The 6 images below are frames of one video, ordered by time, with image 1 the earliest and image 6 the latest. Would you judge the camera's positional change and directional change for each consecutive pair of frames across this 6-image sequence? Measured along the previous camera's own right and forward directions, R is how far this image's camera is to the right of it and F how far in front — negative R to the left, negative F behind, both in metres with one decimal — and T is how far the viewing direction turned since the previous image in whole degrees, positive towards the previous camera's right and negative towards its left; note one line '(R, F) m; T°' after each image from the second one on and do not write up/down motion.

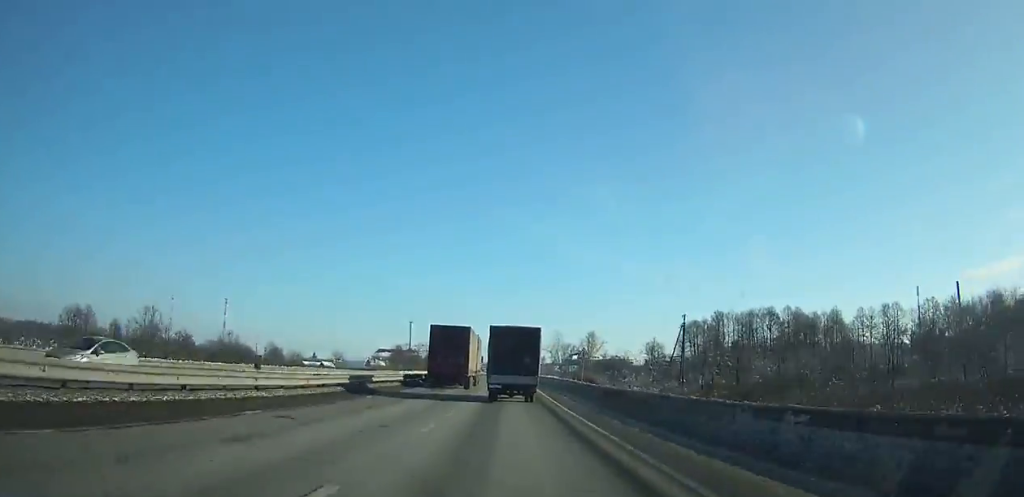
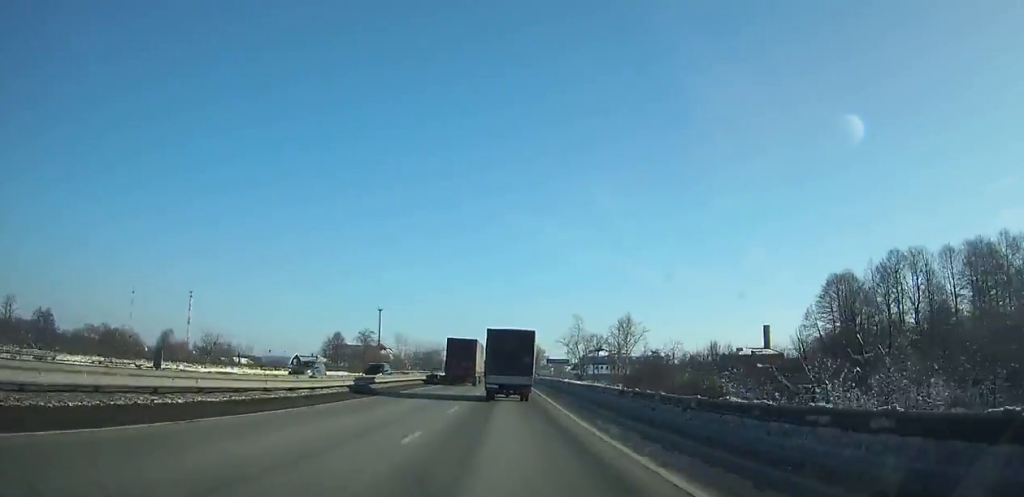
(-0.3, +84.0) m; 0°
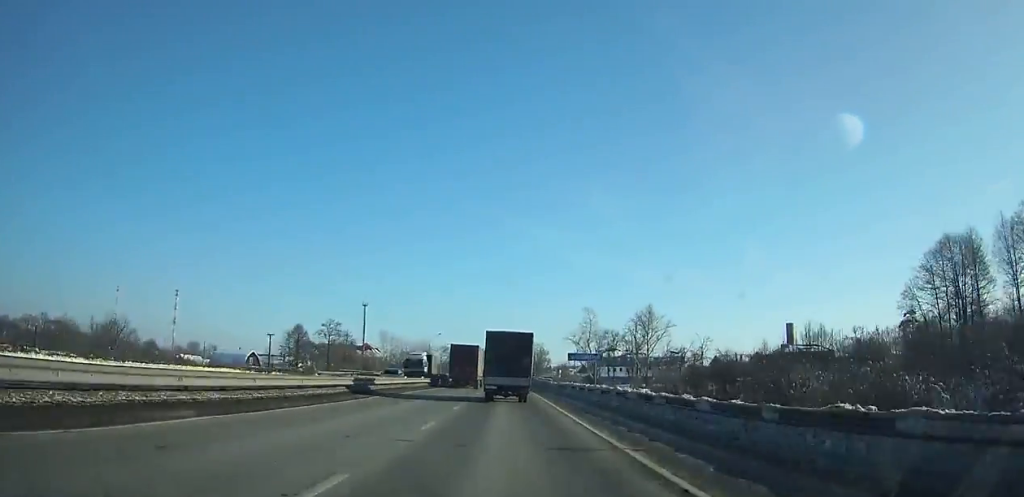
(0.0, +27.7) m; 0°
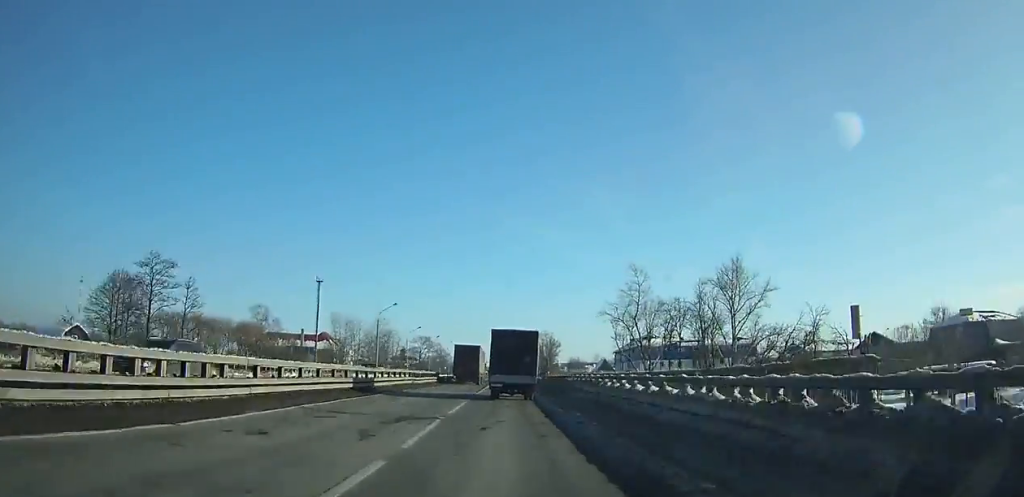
(0.0, +58.1) m; 0°
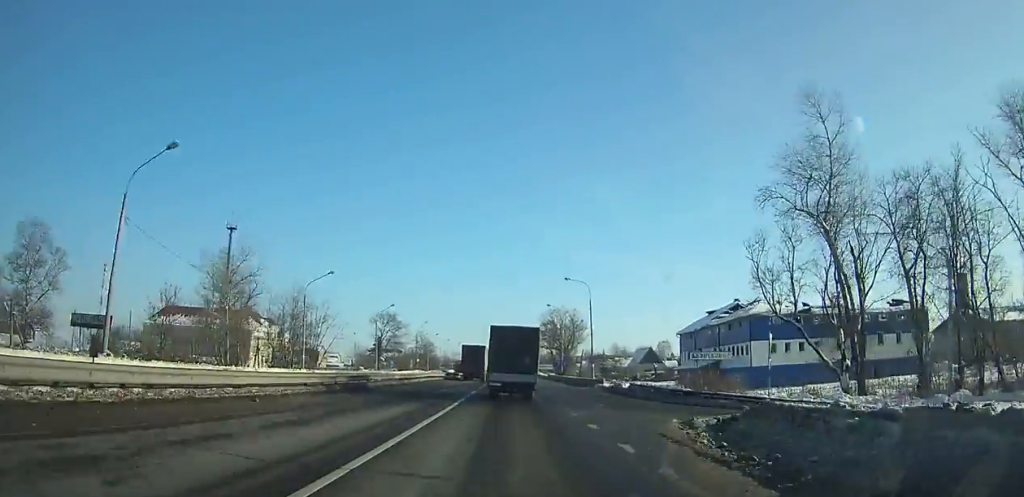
(-0.2, +62.9) m; 0°
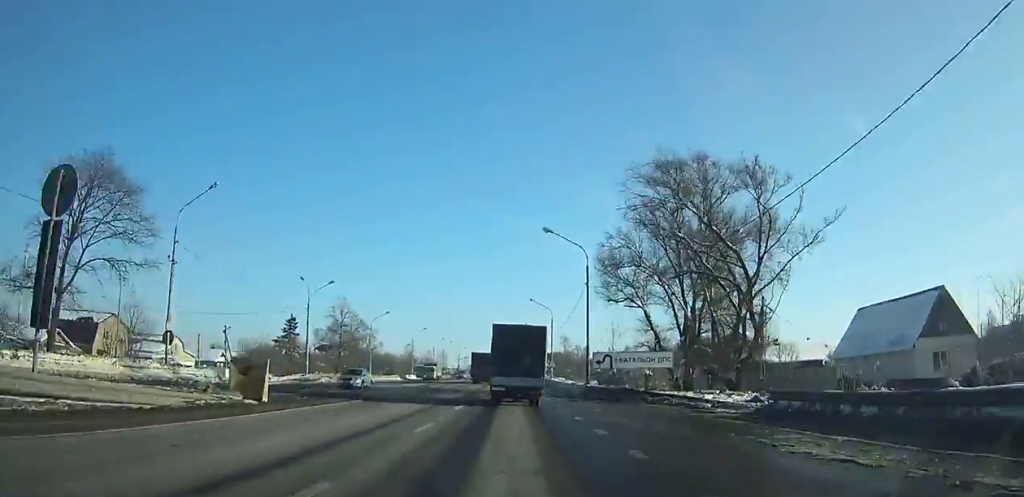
(+0.3, +99.1) m; 0°
